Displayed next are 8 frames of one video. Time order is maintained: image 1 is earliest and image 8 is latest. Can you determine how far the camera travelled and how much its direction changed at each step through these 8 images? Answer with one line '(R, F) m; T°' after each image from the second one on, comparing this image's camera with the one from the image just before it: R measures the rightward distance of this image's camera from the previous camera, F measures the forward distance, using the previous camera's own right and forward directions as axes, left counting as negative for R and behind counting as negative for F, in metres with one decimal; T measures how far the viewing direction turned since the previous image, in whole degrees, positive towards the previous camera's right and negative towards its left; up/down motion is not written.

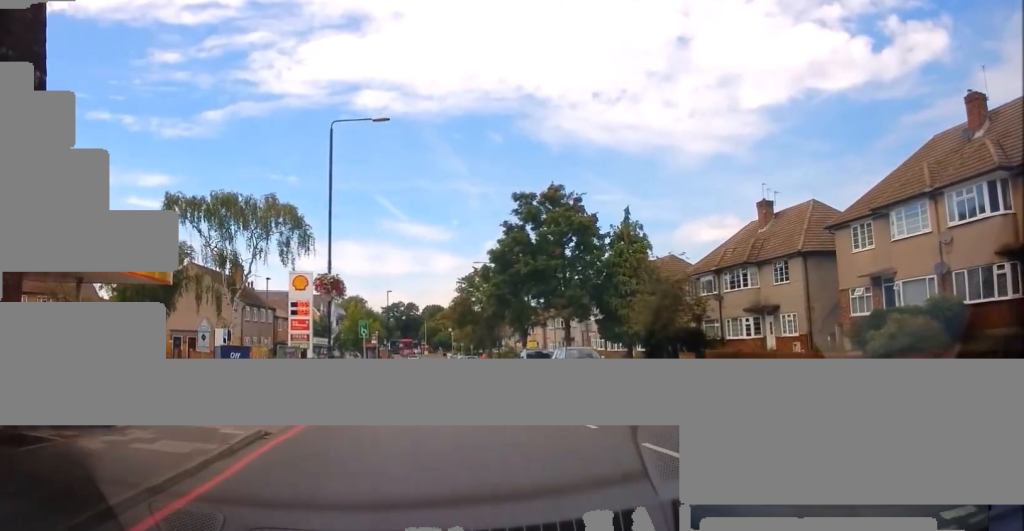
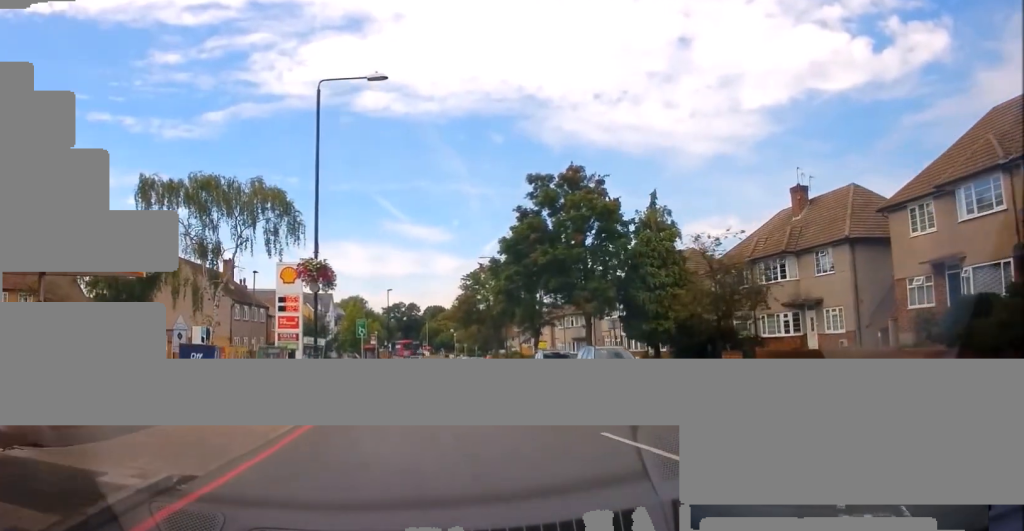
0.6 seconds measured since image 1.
(-0.1, +4.5) m; +3°
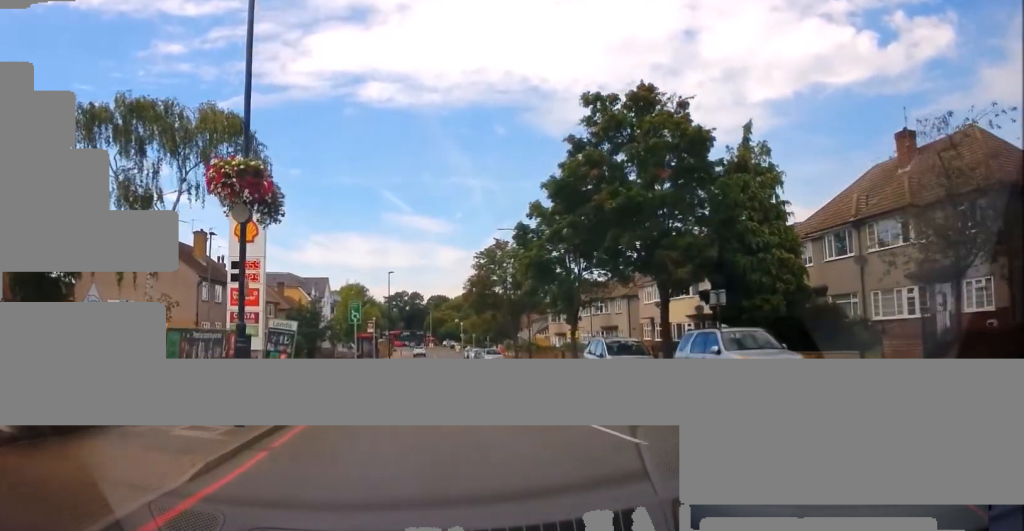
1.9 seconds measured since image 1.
(+0.5, +9.5) m; 0°
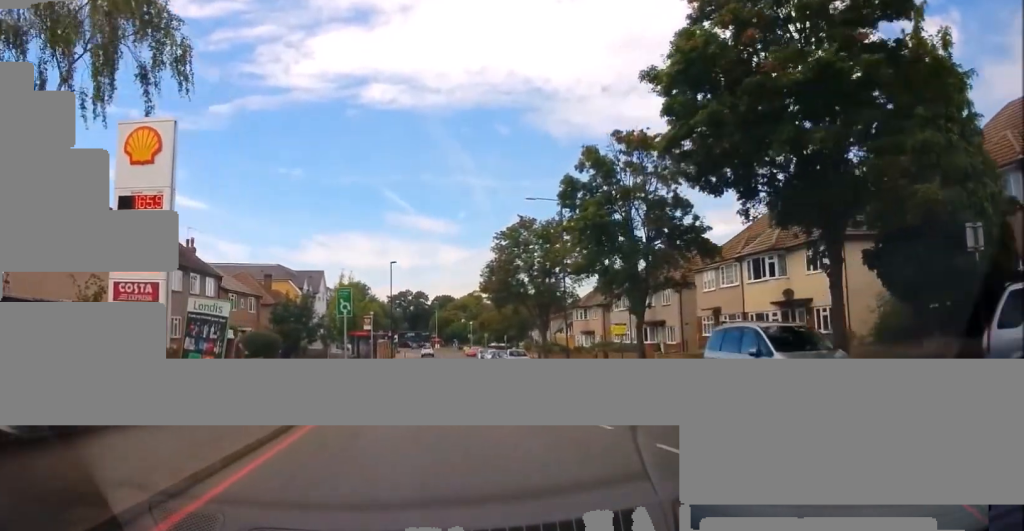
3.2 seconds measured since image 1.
(-0.7, +9.9) m; -4°
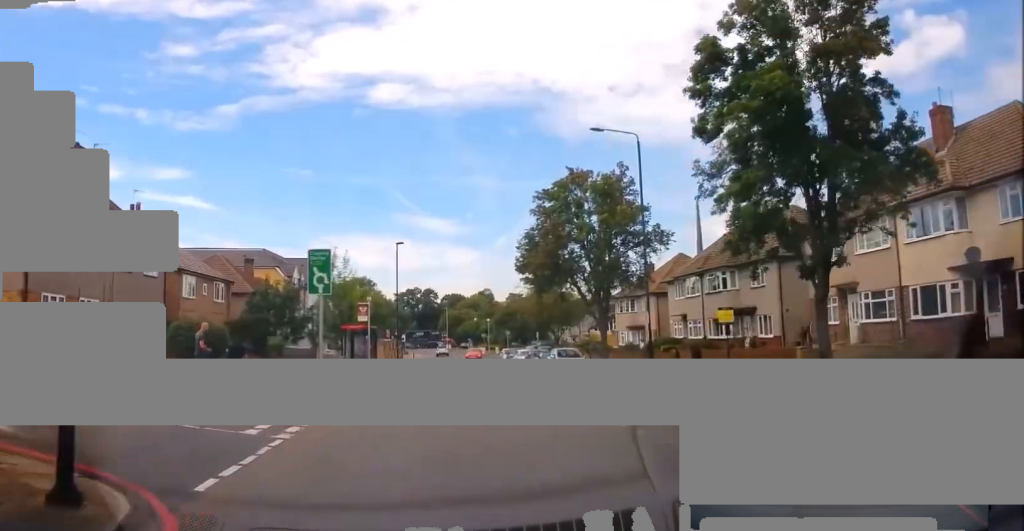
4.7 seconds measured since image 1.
(0.0, +12.6) m; 0°
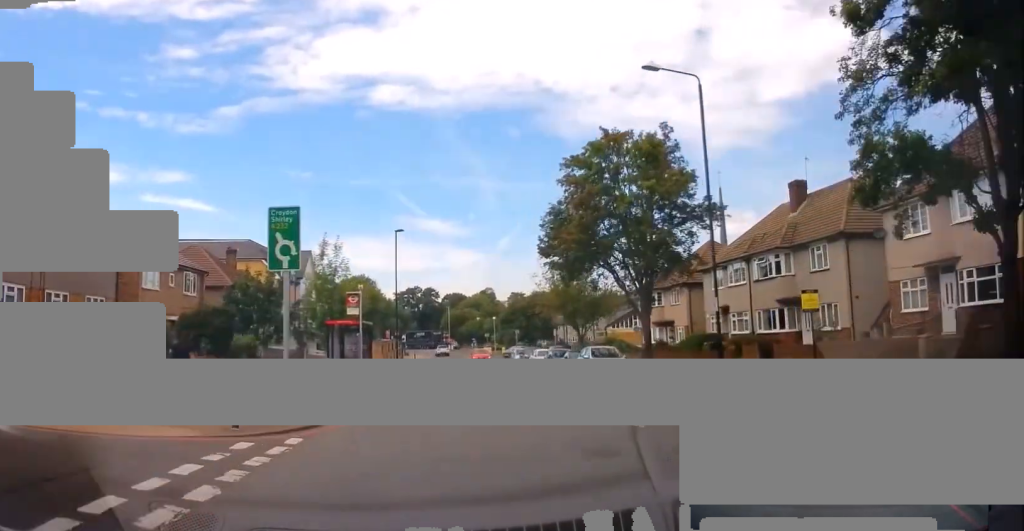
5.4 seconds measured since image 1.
(0.0, +6.3) m; 0°
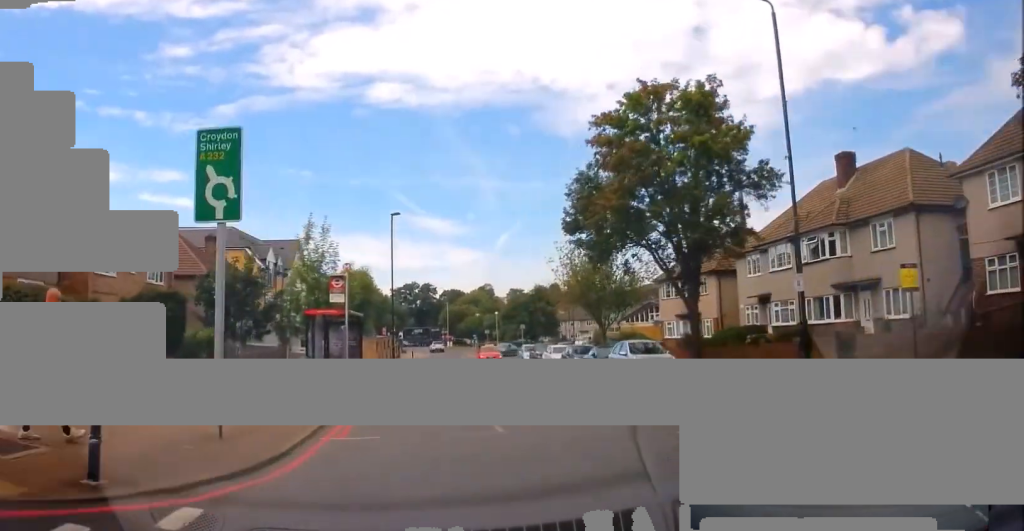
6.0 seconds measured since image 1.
(0.0, +5.0) m; 0°
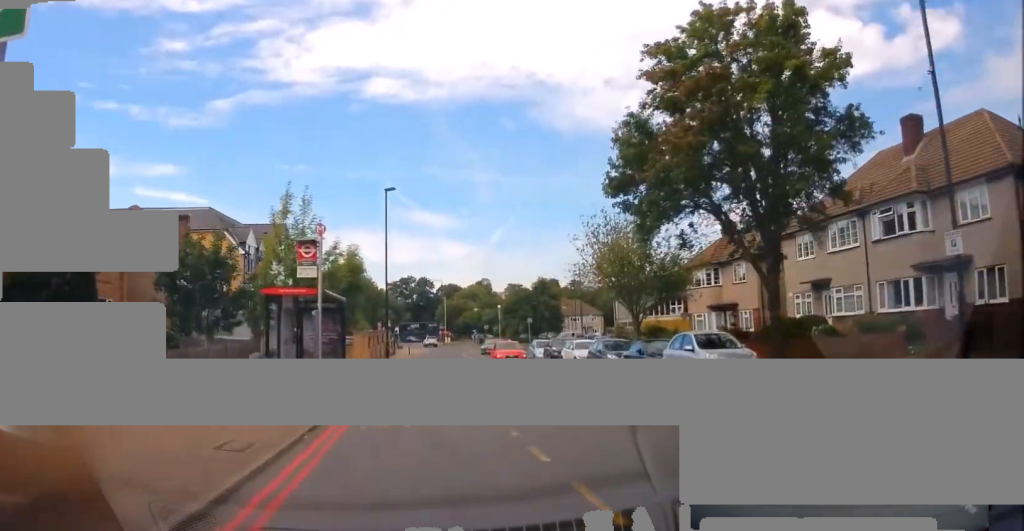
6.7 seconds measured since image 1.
(0.0, +5.8) m; 0°
